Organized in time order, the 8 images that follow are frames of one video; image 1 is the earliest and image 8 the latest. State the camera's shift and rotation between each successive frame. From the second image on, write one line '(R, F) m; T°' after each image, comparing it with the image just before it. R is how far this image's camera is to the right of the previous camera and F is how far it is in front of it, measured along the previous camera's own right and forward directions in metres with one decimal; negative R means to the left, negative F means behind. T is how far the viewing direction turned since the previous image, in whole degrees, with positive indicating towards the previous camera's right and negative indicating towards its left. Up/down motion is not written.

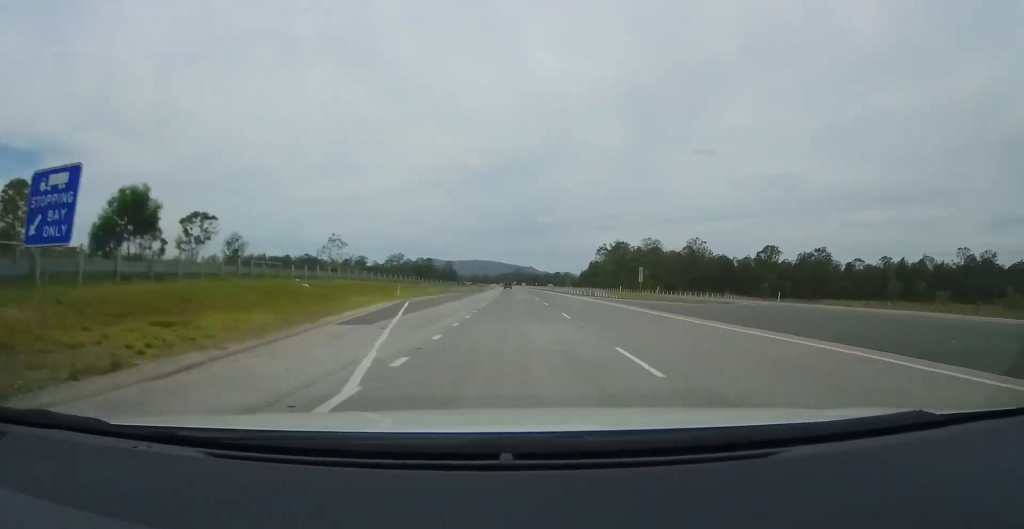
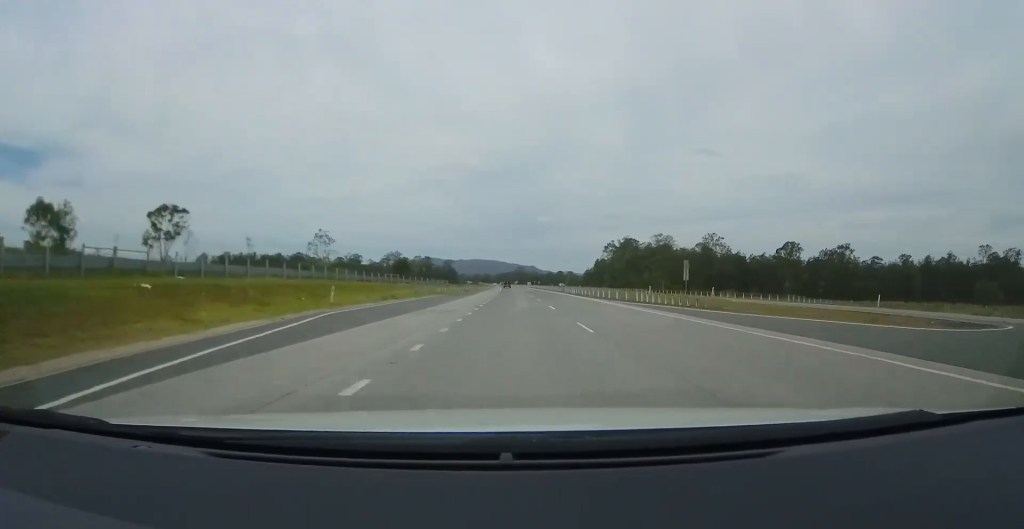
(+0.1, +17.7) m; 0°
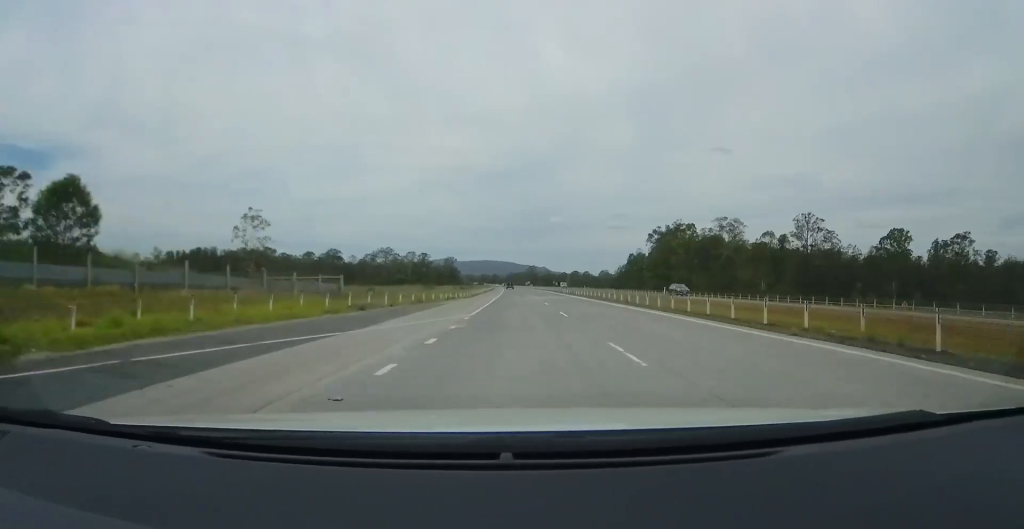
(0.0, +65.2) m; -1°
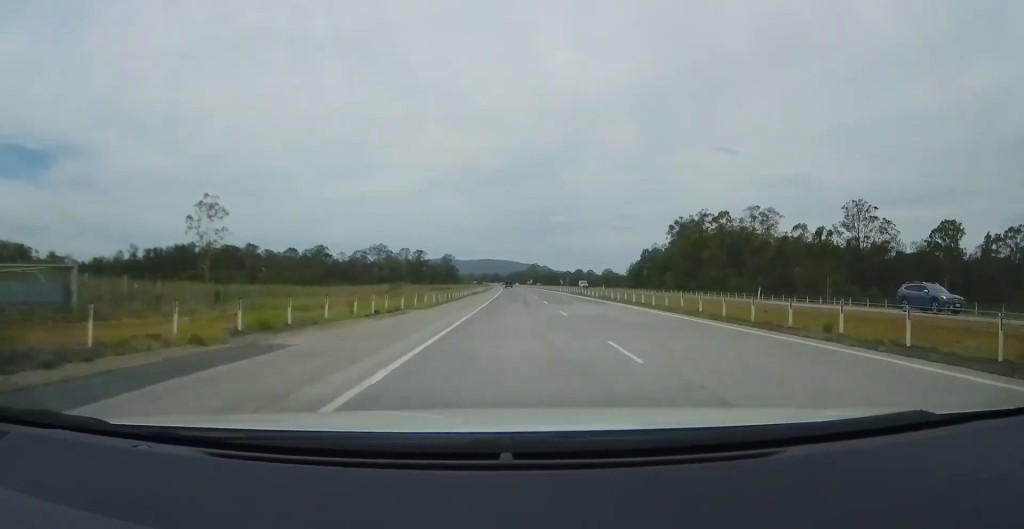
(-0.3, +23.8) m; -1°
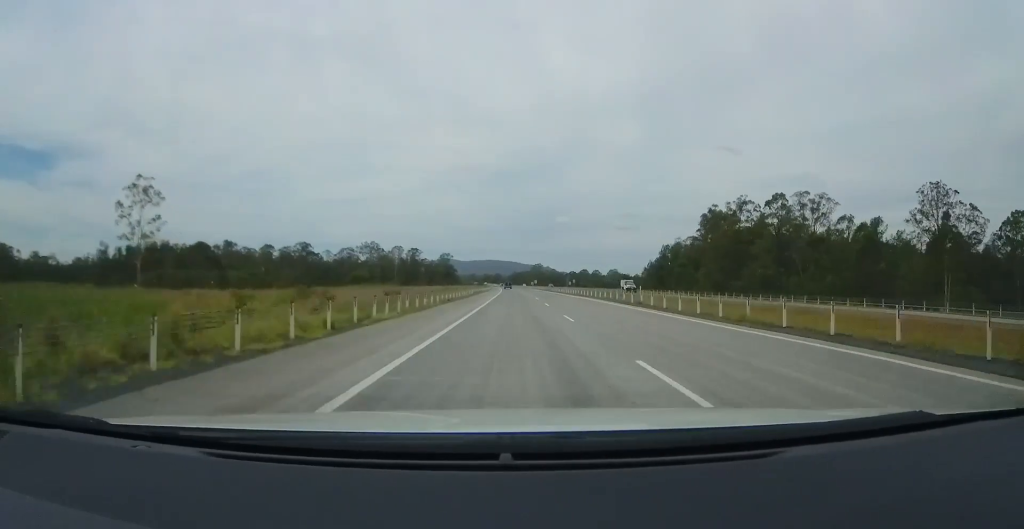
(-0.4, +27.5) m; 0°
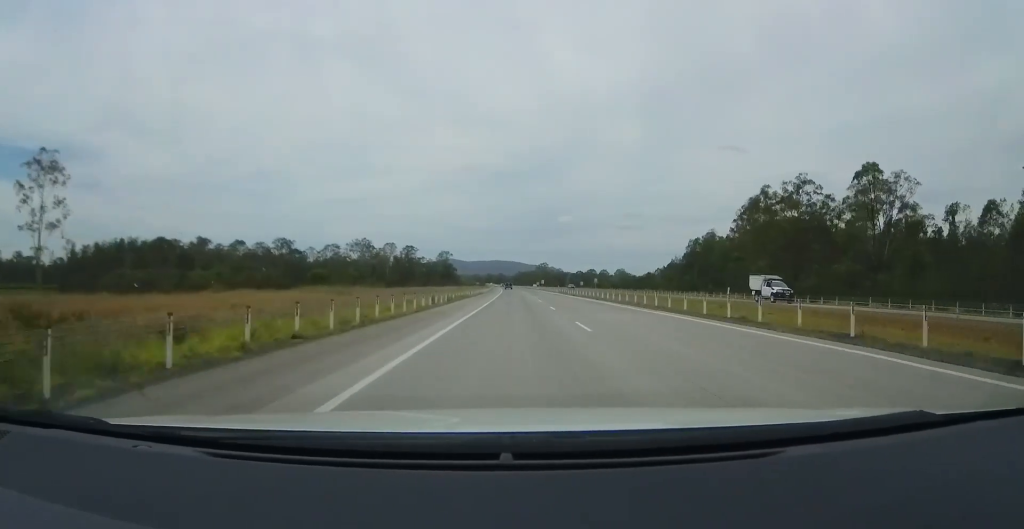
(+0.4, +27.7) m; 0°
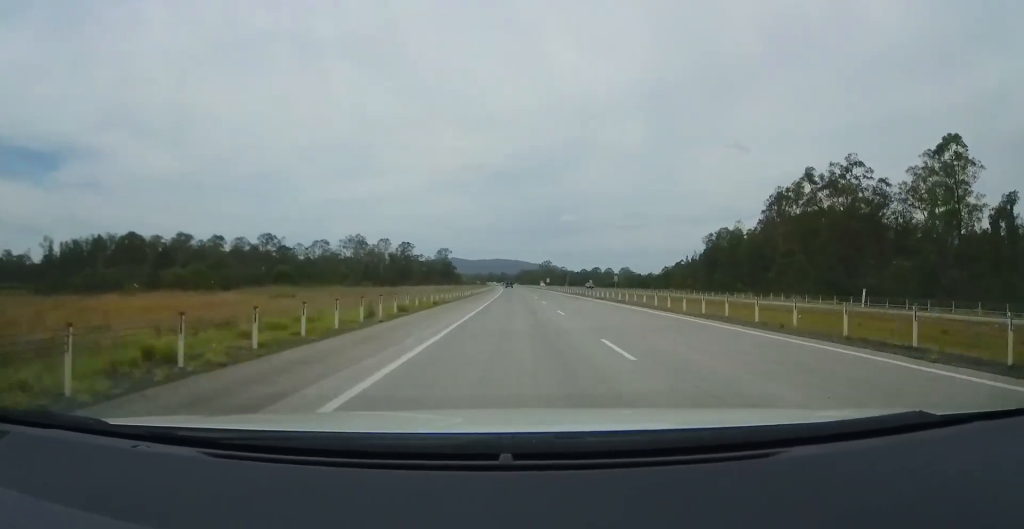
(-0.3, +16.9) m; 0°
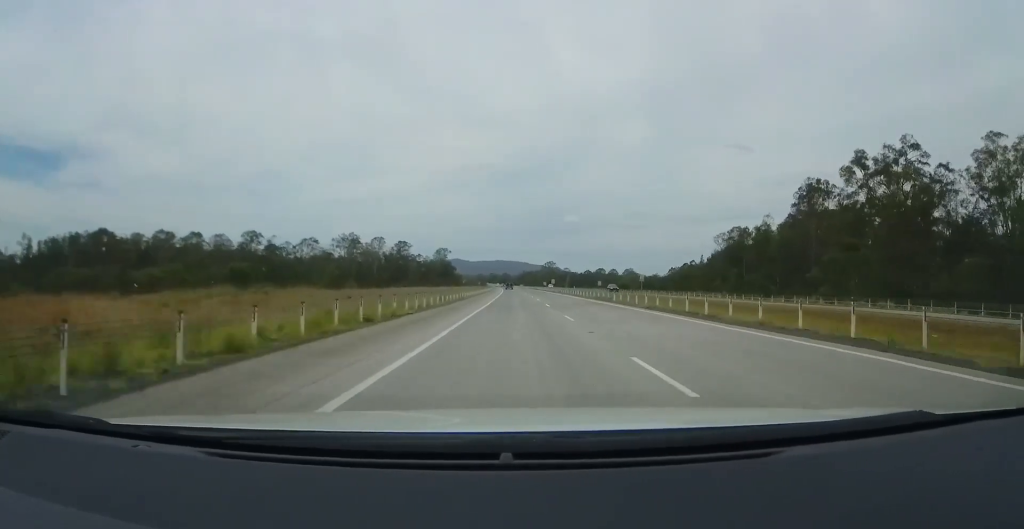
(-0.1, +15.6) m; 0°
